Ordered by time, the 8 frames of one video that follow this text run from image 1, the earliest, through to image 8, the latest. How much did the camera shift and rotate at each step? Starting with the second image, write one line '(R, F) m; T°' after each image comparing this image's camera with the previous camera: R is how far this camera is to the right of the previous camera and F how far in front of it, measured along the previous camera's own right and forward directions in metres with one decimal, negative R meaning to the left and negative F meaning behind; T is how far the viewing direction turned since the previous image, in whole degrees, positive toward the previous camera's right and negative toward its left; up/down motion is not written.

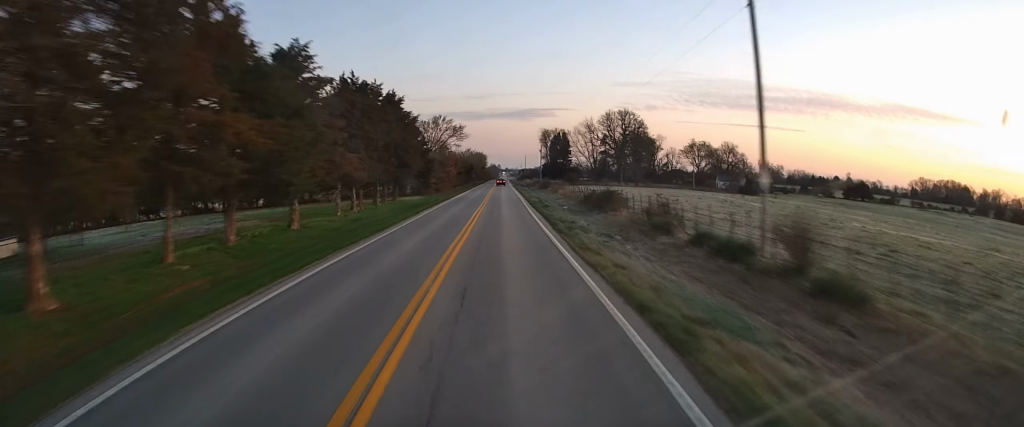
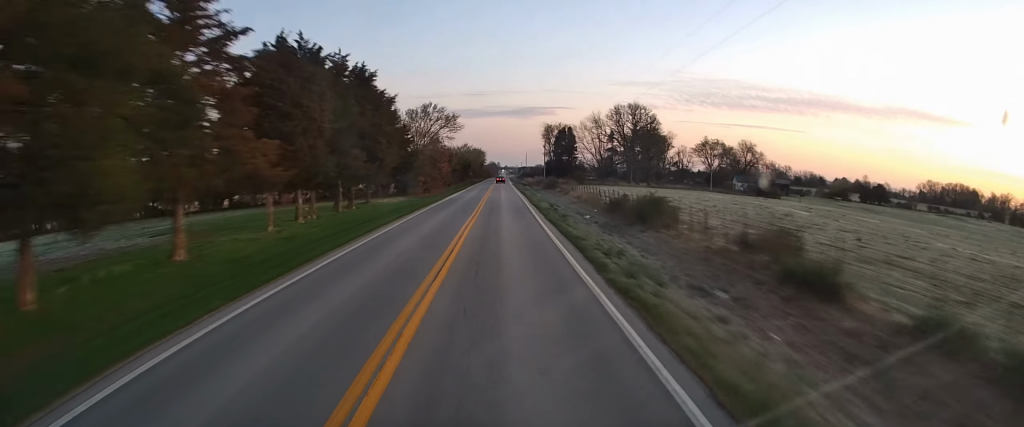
(-0.4, +11.9) m; -1°
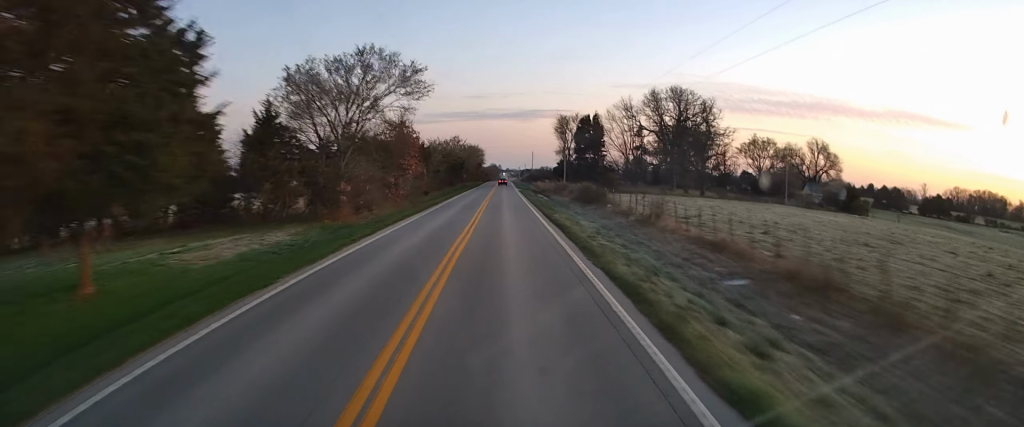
(-0.6, +33.8) m; 0°
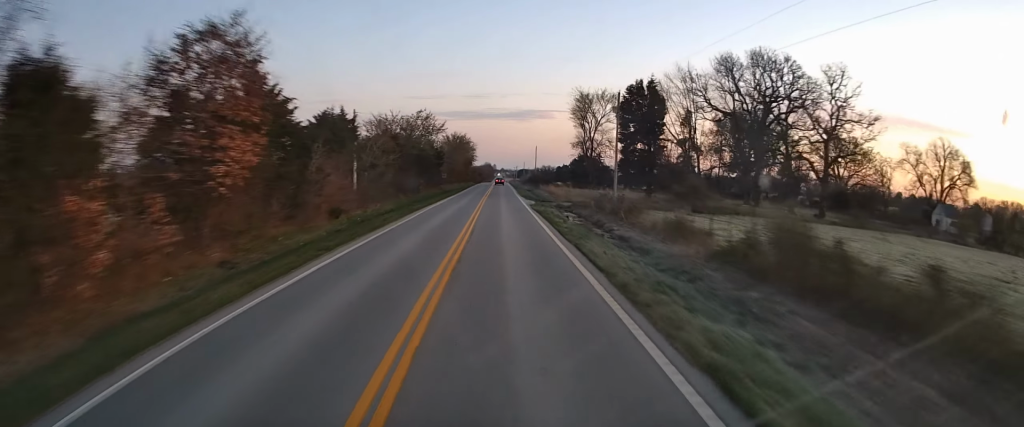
(+0.7, +37.8) m; +1°
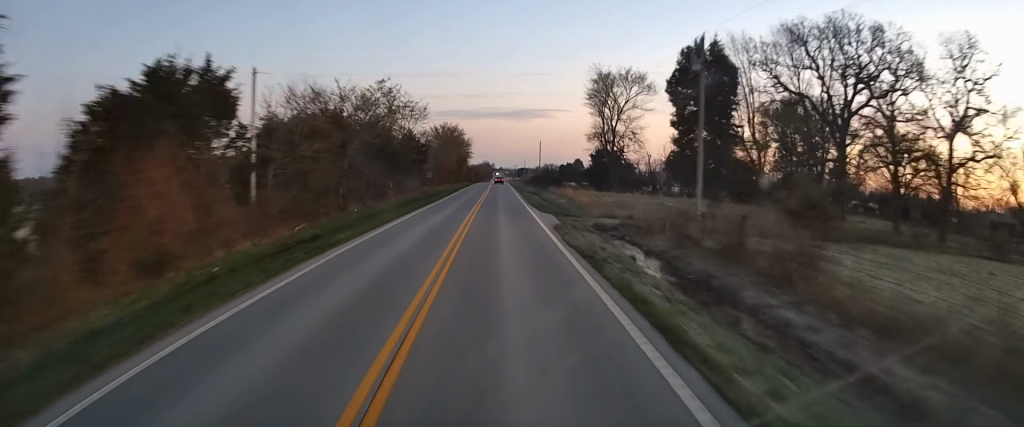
(0.0, +18.8) m; -1°
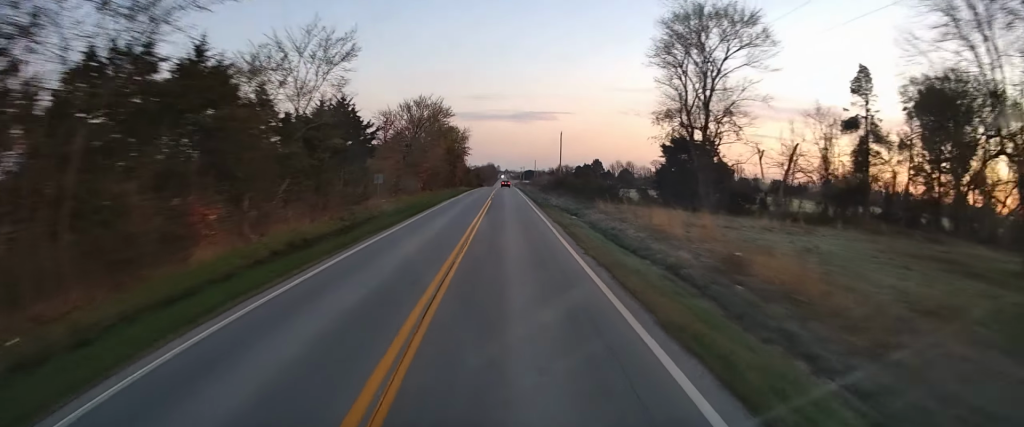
(-0.5, +33.1) m; -1°
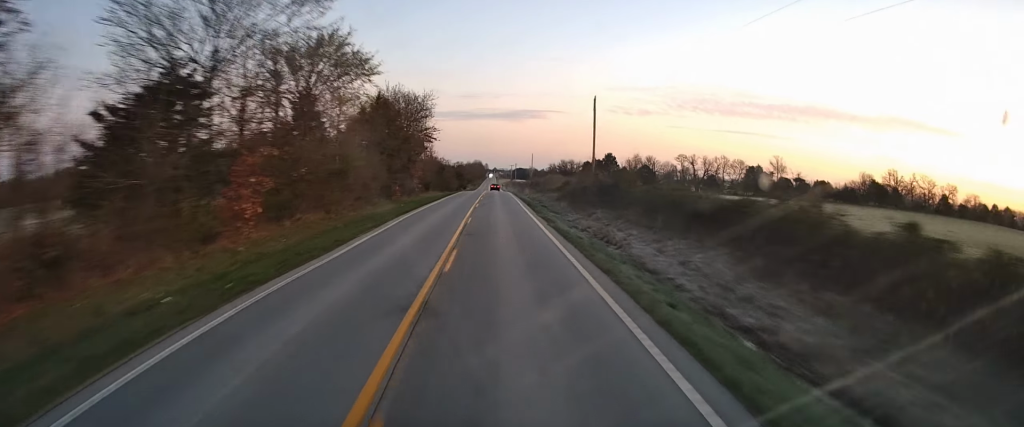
(+0.8, +41.8) m; +2°
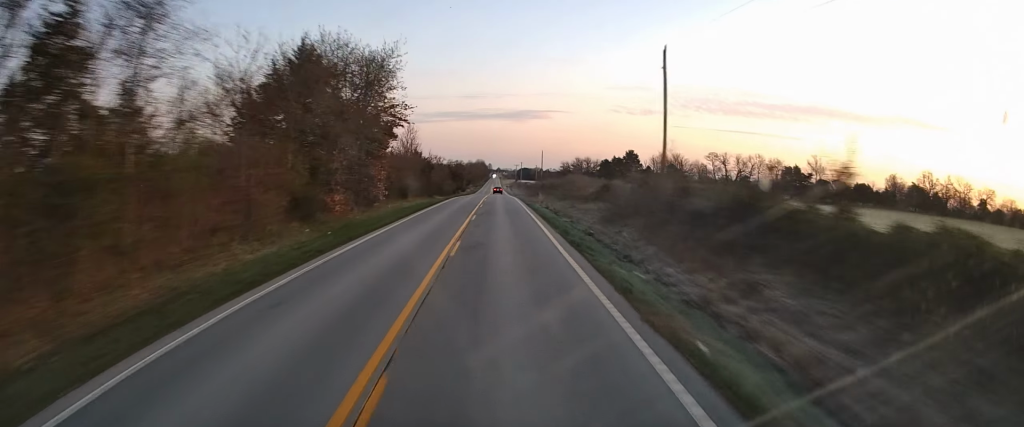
(+0.4, +22.0) m; +1°
